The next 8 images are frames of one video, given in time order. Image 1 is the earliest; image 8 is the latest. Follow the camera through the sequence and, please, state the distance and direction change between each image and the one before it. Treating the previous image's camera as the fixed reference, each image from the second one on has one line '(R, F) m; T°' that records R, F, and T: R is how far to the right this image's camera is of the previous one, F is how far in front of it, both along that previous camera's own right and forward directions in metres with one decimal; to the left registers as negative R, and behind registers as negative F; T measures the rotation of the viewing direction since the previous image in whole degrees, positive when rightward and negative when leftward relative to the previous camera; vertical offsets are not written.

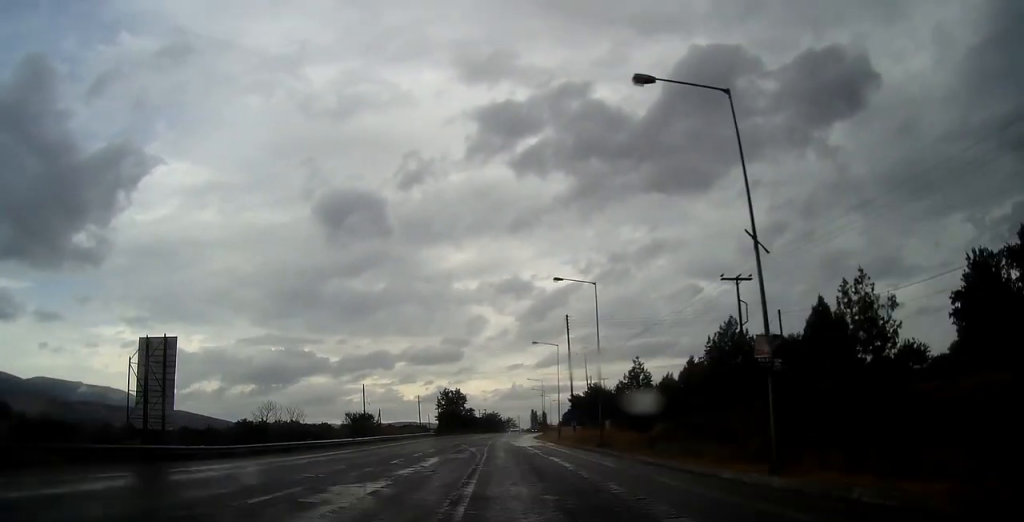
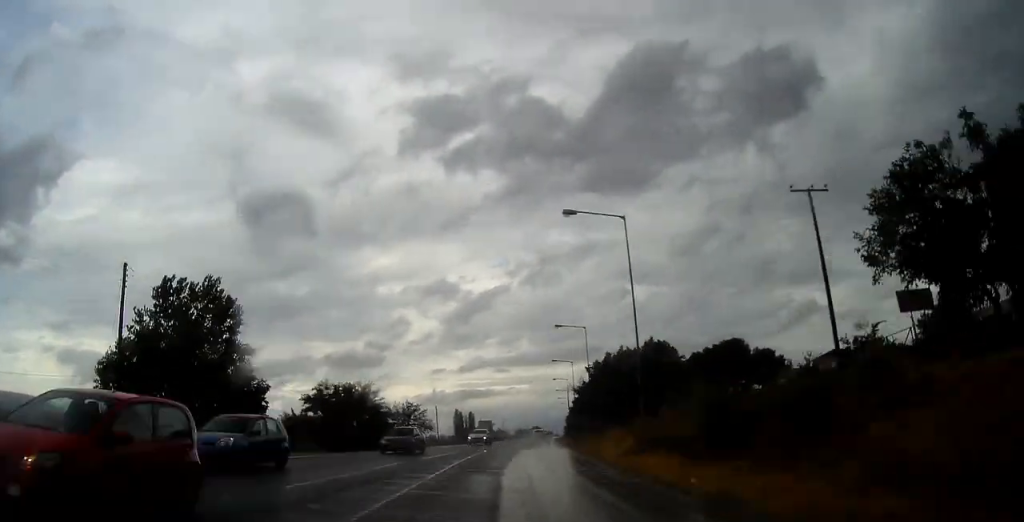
(+4.7, +129.0) m; +6°
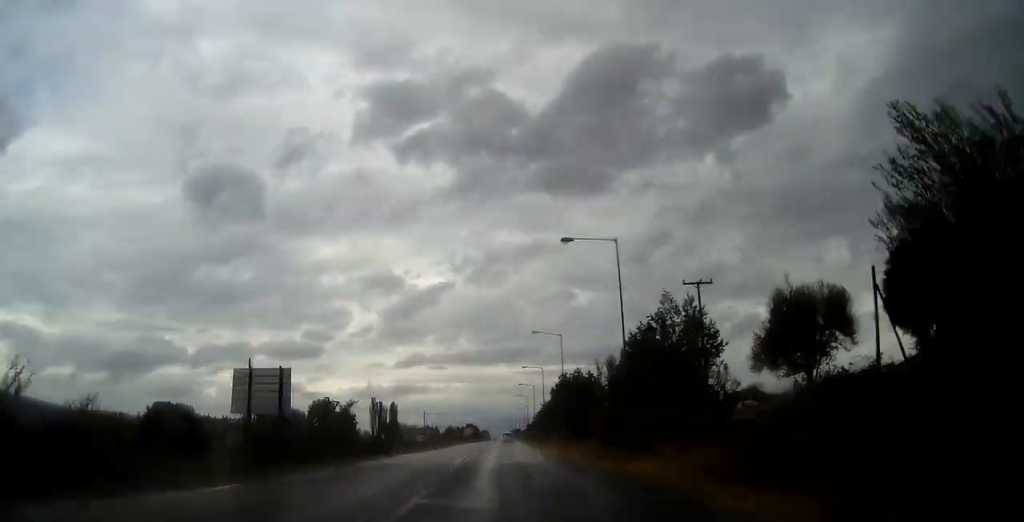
(+4.7, +74.5) m; +4°
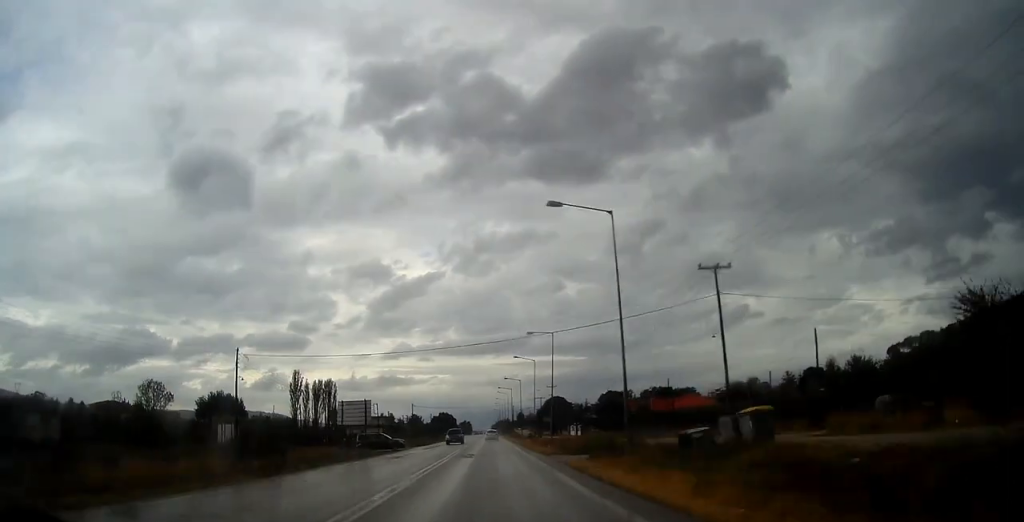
(+3.7, +105.6) m; +2°
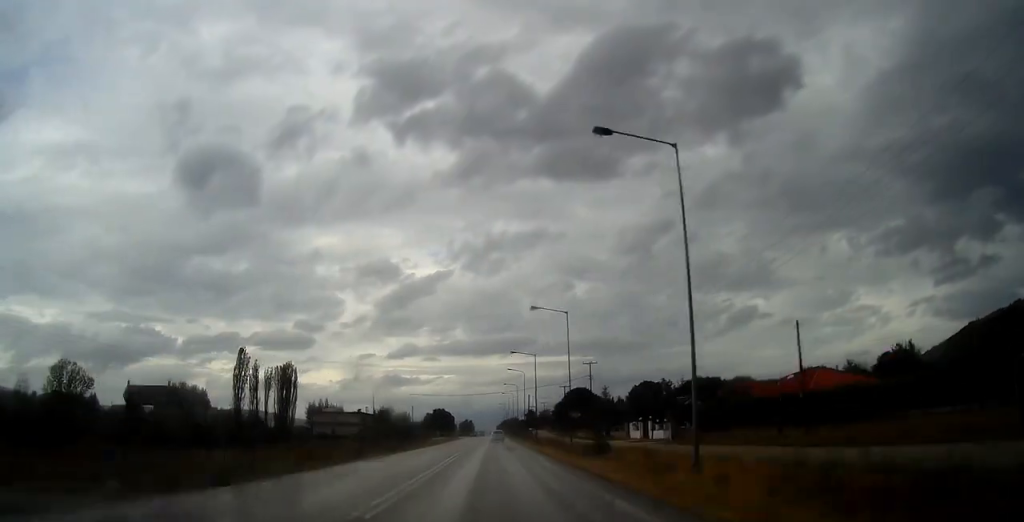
(+0.4, +54.7) m; 0°
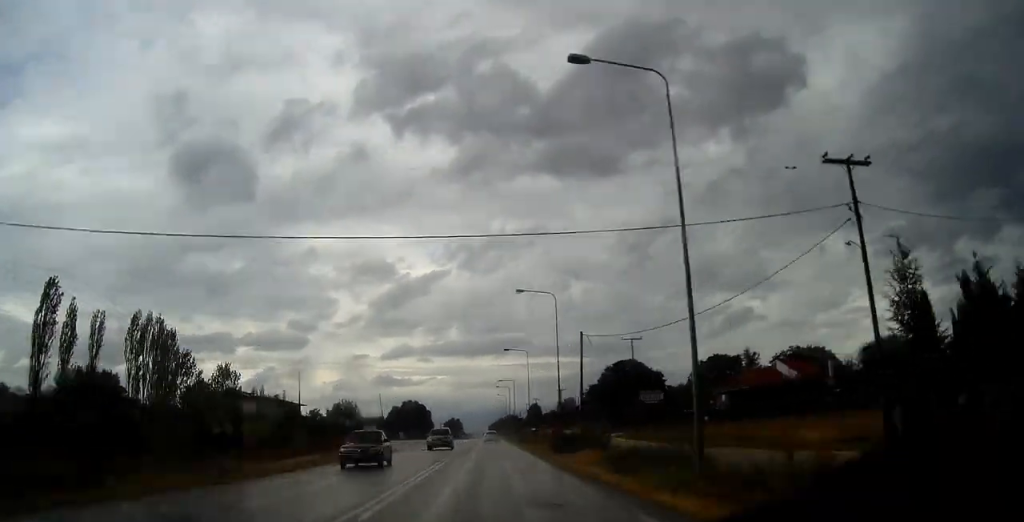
(-0.1, +78.2) m; 0°
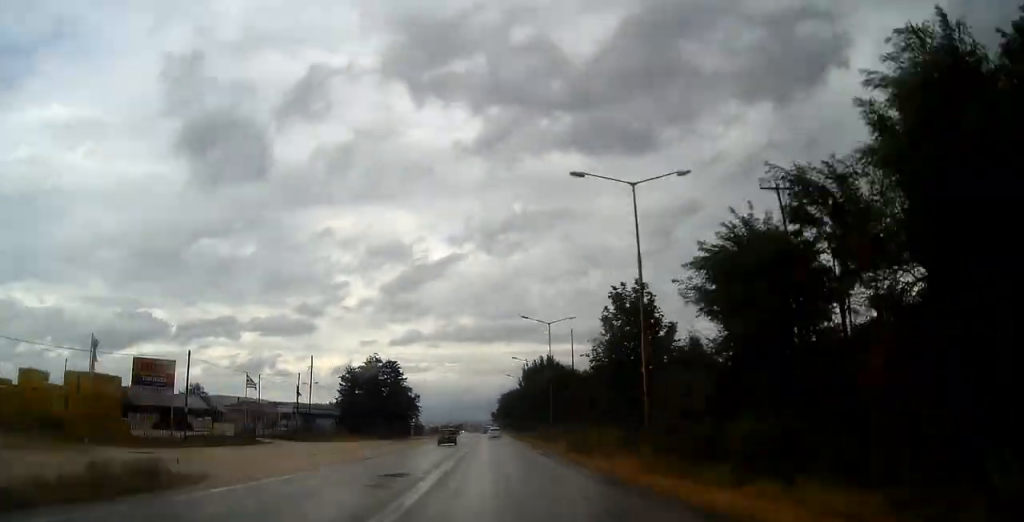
(0.0, +255.7) m; 0°
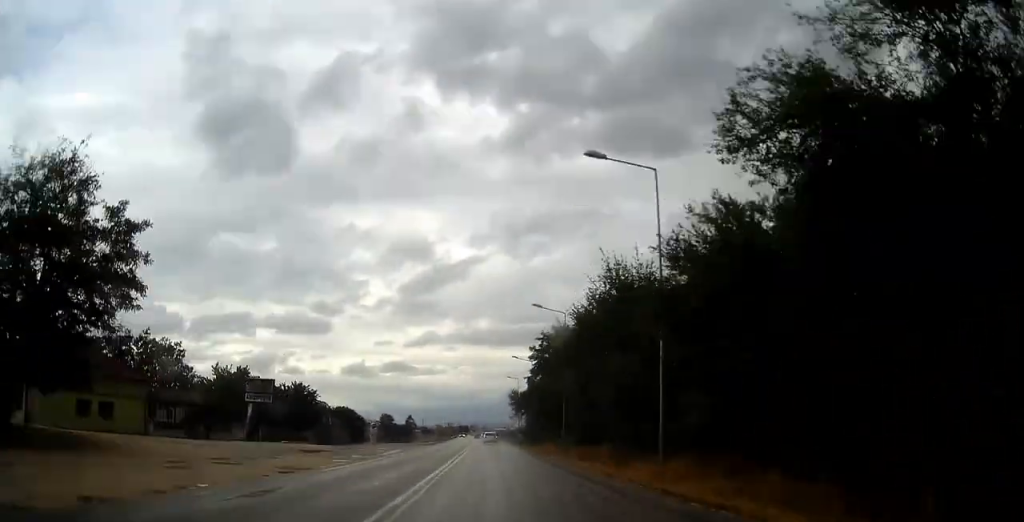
(-0.8, +100.1) m; -1°
